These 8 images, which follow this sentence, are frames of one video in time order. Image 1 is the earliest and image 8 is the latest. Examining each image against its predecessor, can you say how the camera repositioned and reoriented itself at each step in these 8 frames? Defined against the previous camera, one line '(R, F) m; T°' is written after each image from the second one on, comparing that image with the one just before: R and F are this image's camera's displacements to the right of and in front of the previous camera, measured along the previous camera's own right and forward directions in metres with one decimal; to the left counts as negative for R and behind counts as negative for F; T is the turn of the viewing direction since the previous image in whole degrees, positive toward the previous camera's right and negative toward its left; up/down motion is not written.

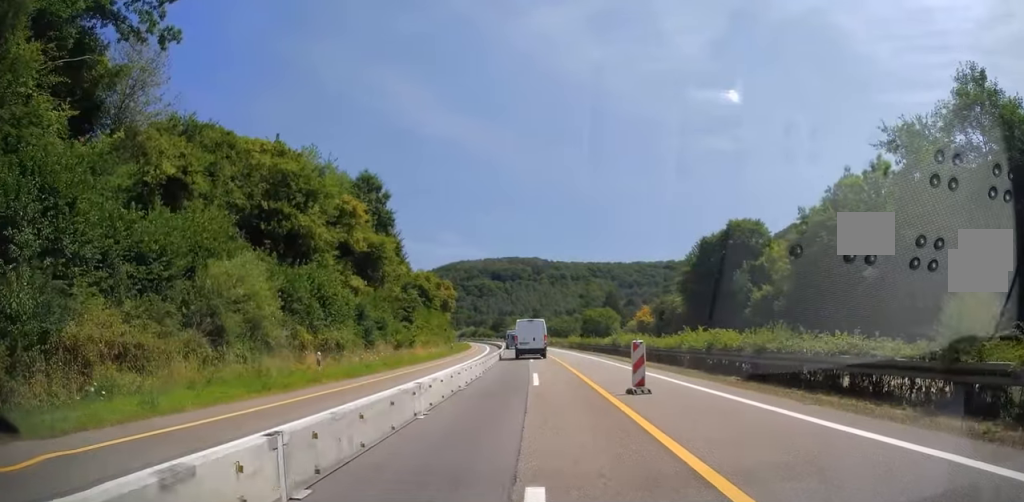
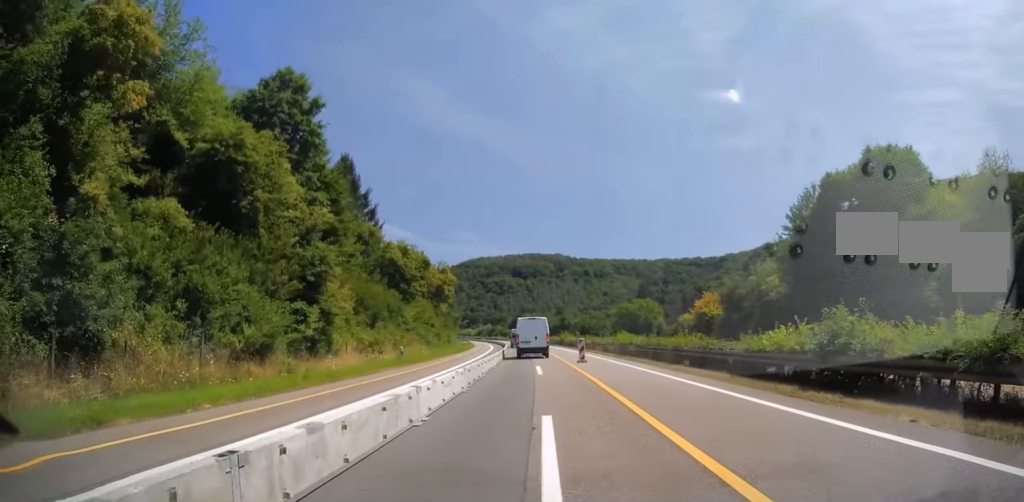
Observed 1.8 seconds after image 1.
(-0.8, +31.0) m; -2°
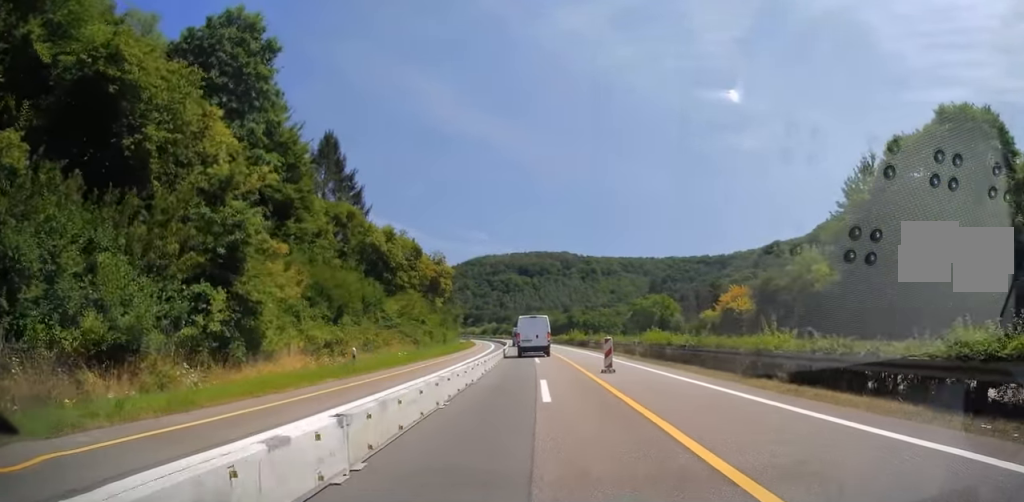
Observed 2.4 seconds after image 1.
(0.0, +9.9) m; 0°
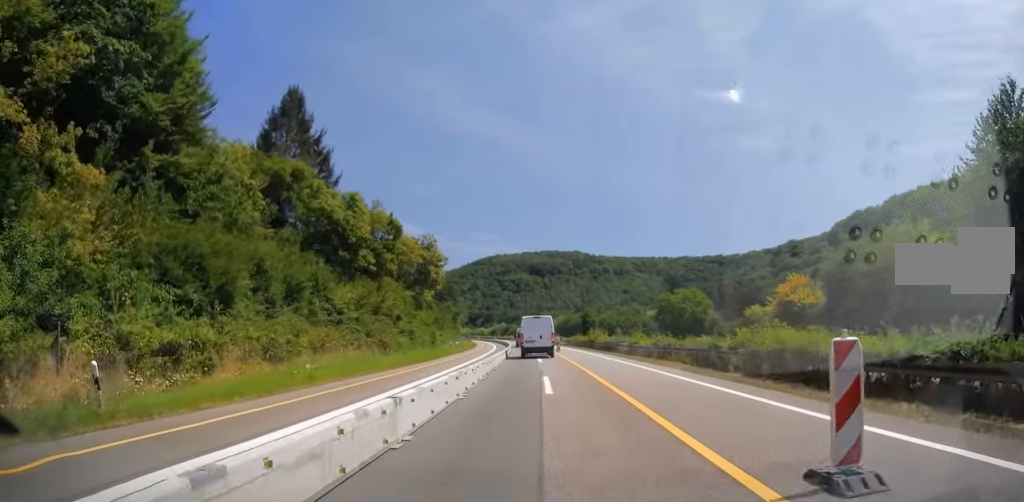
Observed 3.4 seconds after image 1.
(0.0, +16.1) m; -1°
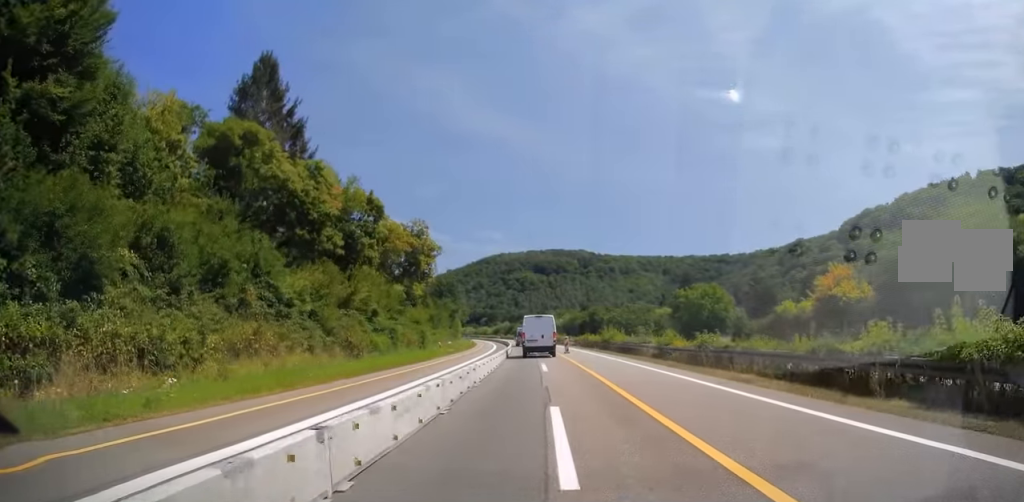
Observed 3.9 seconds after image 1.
(-0.1, +8.8) m; -1°
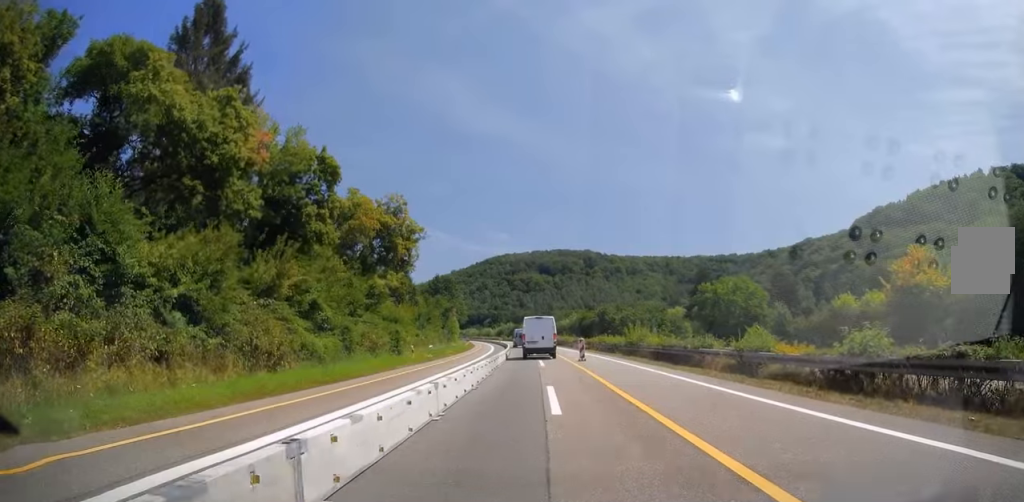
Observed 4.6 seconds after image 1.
(-0.2, +12.7) m; -1°
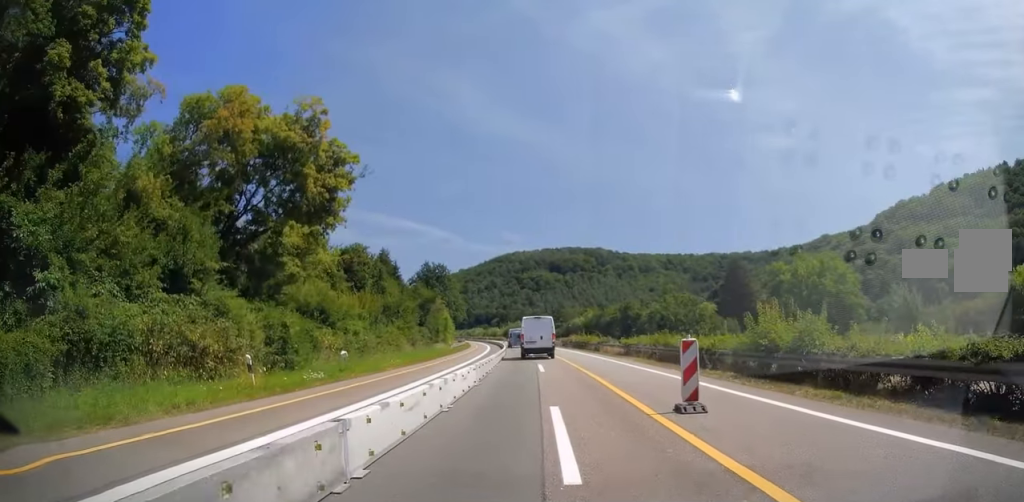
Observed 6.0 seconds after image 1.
(0.0, +23.1) m; -1°
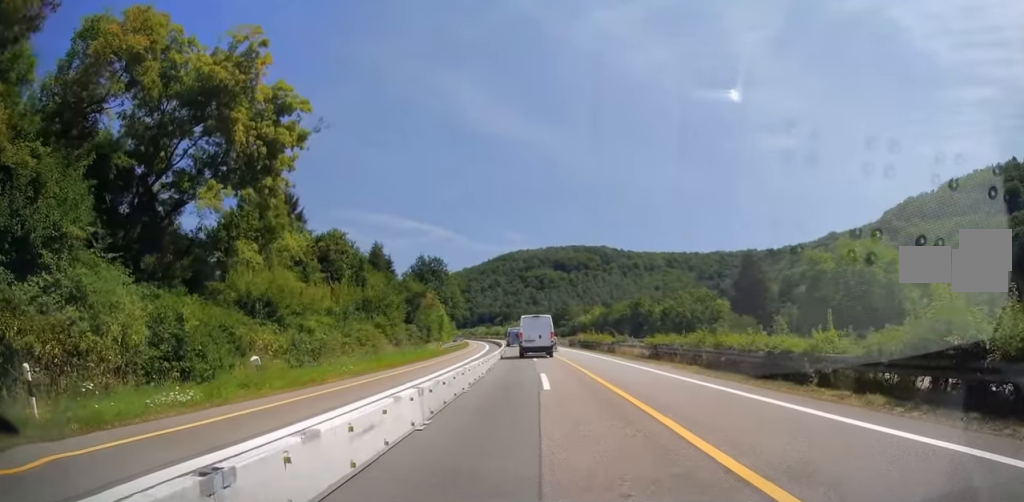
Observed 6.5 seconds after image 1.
(+0.1, +8.4) m; -1°
